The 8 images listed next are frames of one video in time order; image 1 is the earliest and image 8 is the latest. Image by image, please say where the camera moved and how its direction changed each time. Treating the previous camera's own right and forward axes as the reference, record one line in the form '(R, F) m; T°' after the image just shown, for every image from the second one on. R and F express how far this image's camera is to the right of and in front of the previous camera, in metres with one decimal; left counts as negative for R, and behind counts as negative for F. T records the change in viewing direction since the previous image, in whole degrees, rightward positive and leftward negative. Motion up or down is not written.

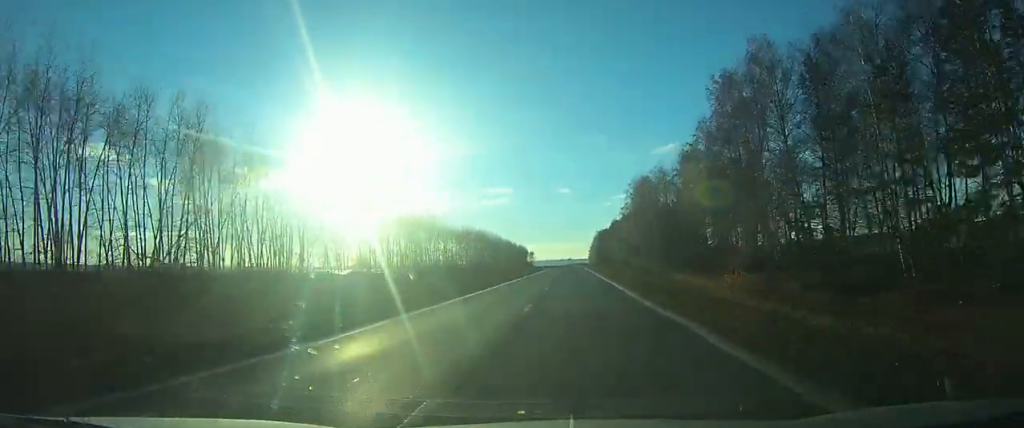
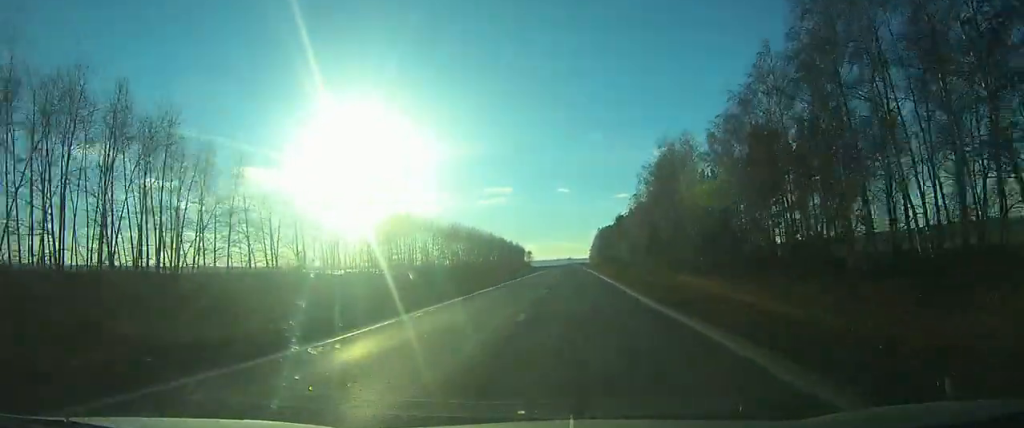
(-0.2, +25.4) m; -2°
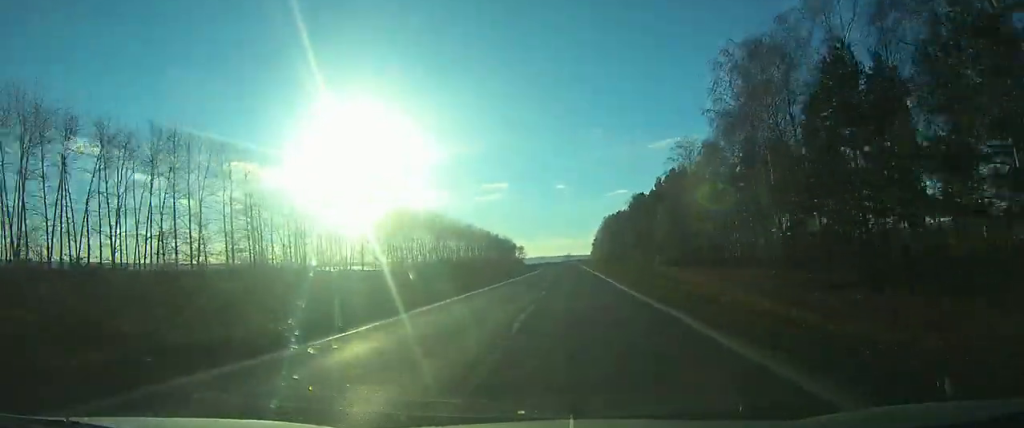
(-3.2, +60.1) m; 0°
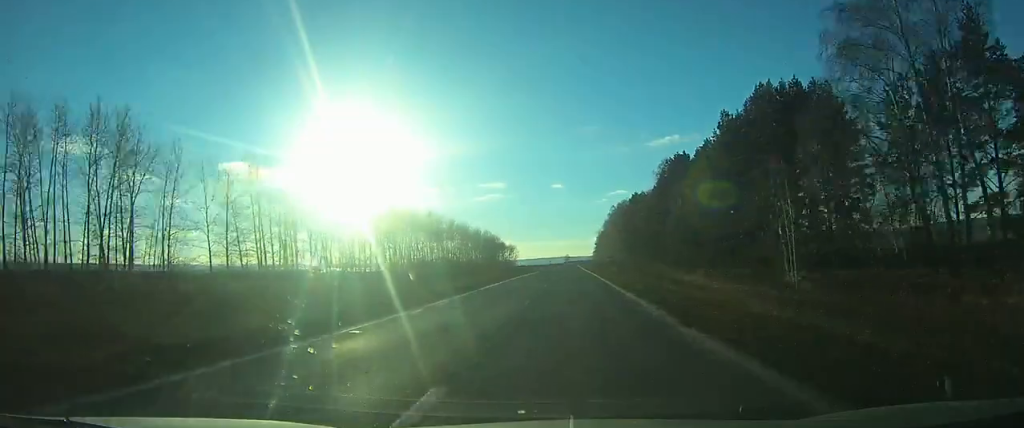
(+4.4, +54.4) m; +5°
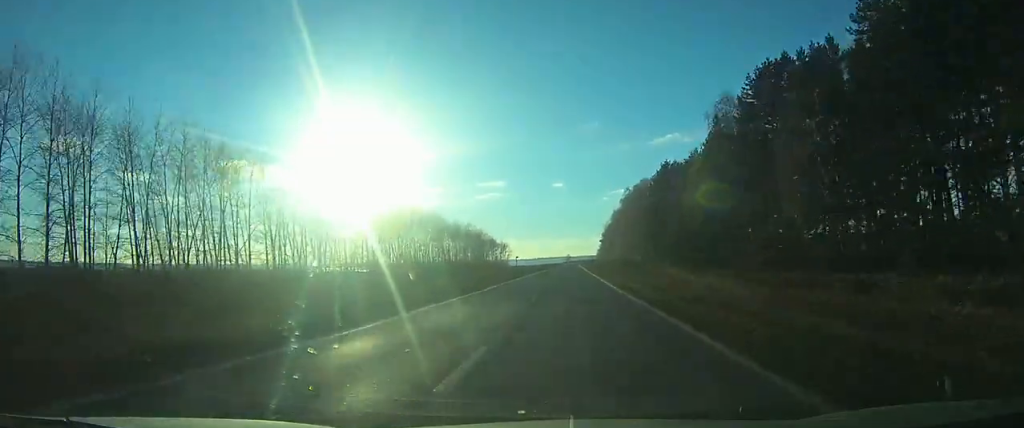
(-1.3, +44.1) m; -2°
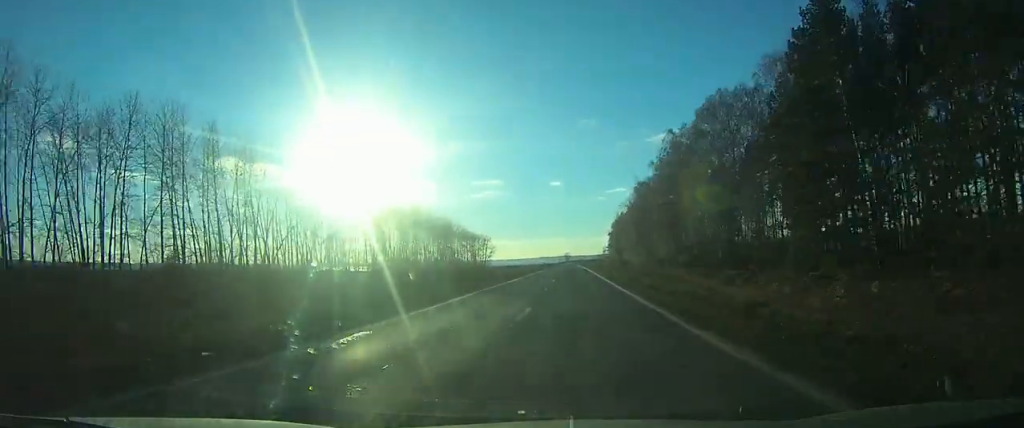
(-0.9, +66.4) m; -1°
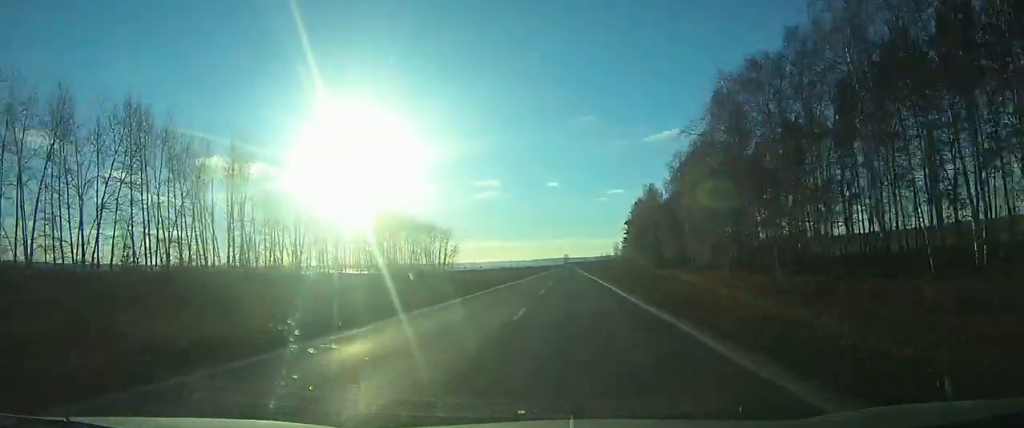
(+0.2, +71.0) m; 0°
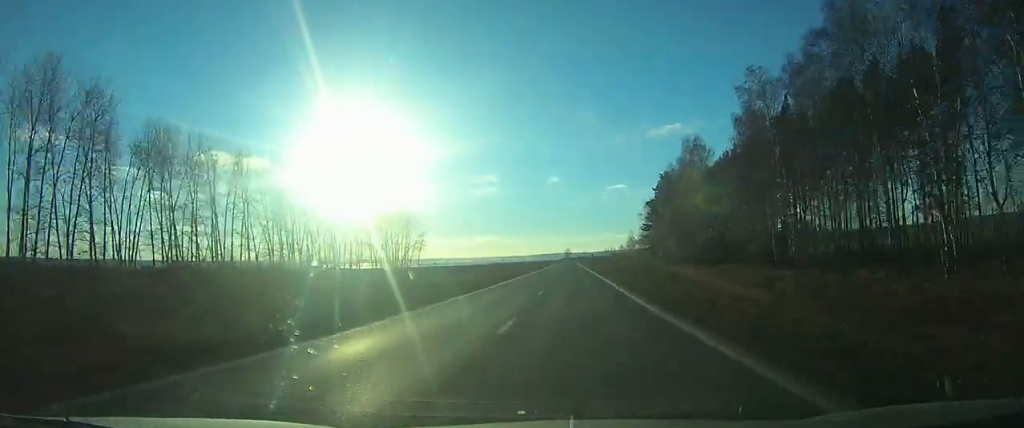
(0.0, +37.0) m; 0°
